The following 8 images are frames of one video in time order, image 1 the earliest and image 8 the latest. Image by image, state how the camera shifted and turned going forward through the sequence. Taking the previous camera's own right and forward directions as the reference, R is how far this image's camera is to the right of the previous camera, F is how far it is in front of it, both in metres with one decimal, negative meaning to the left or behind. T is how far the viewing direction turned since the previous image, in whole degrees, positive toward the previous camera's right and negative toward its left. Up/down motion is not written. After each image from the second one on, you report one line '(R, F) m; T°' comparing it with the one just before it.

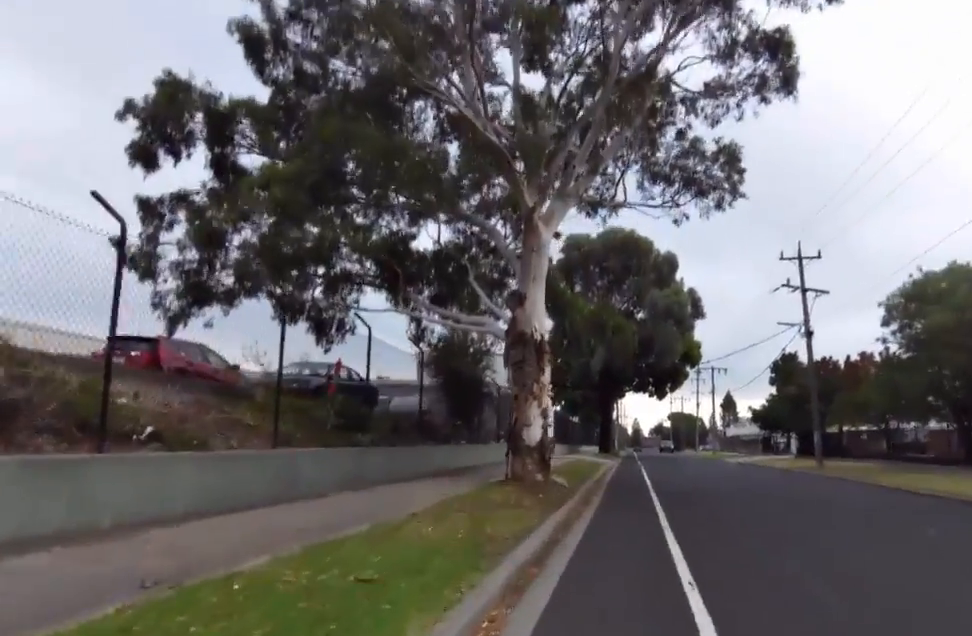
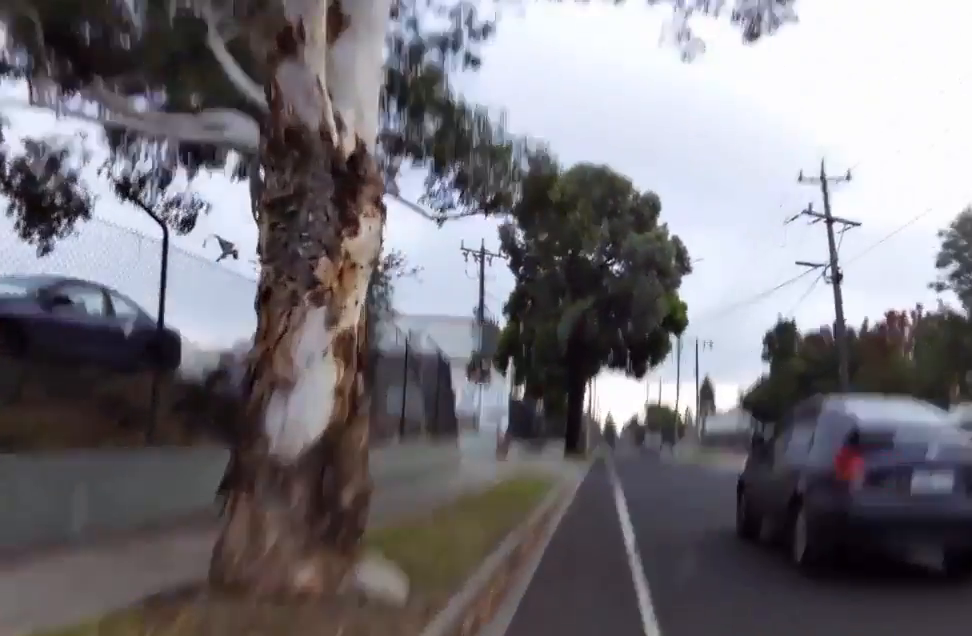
(+0.5, +8.0) m; +1°
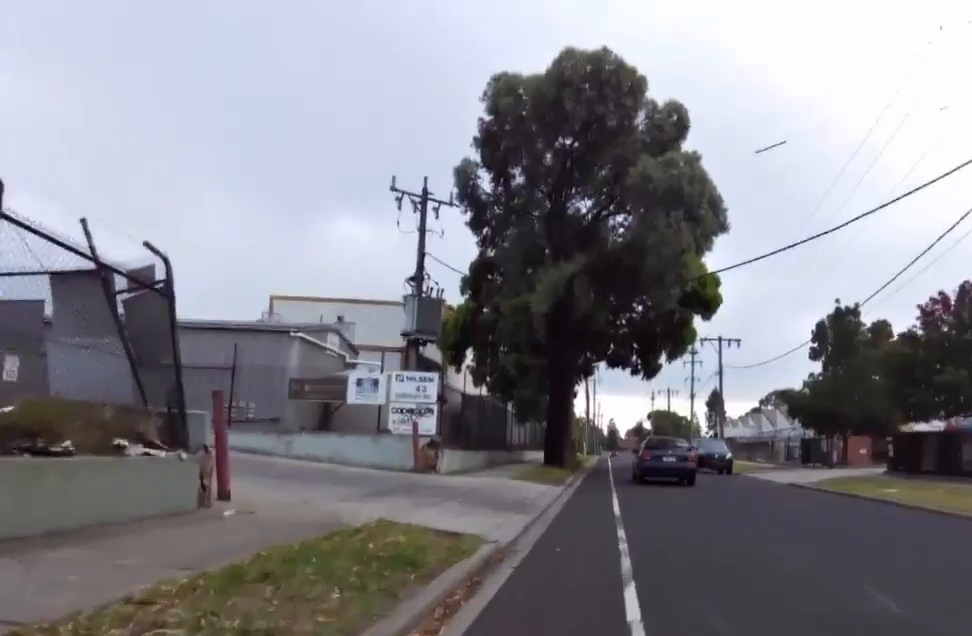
(+0.1, +13.7) m; 0°
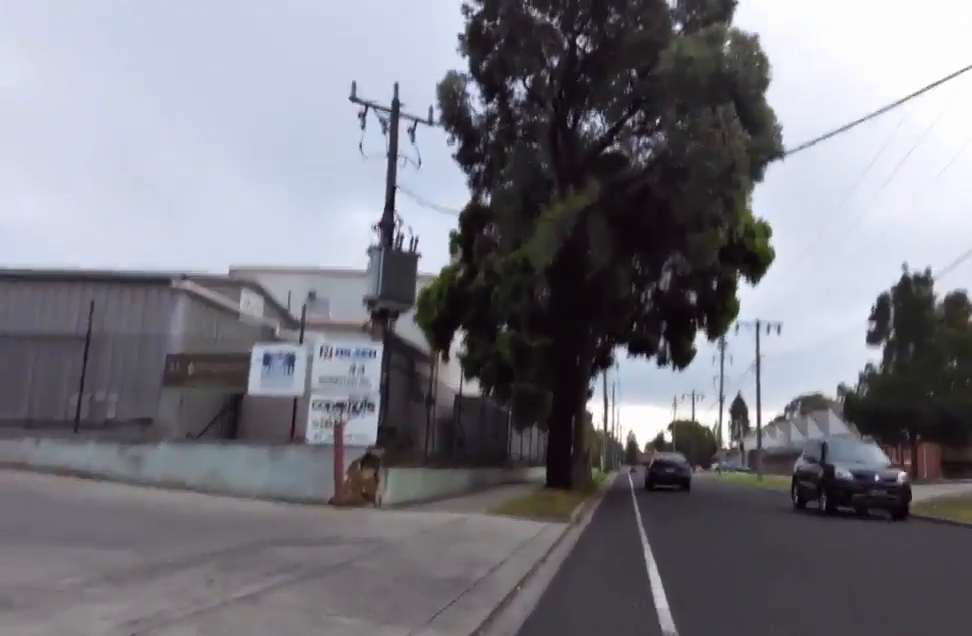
(-0.7, +6.4) m; +2°
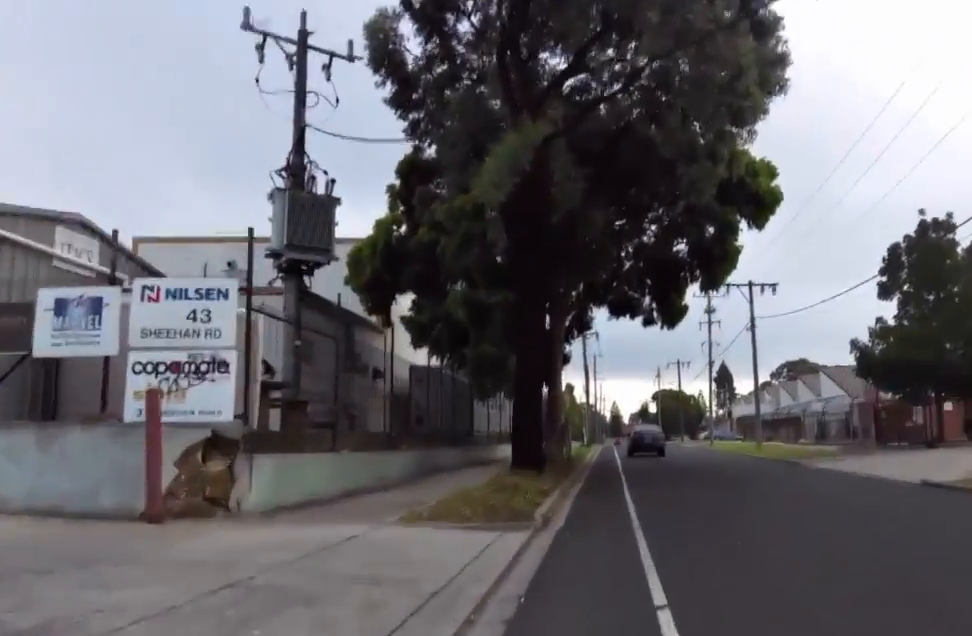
(+0.4, +4.5) m; -1°
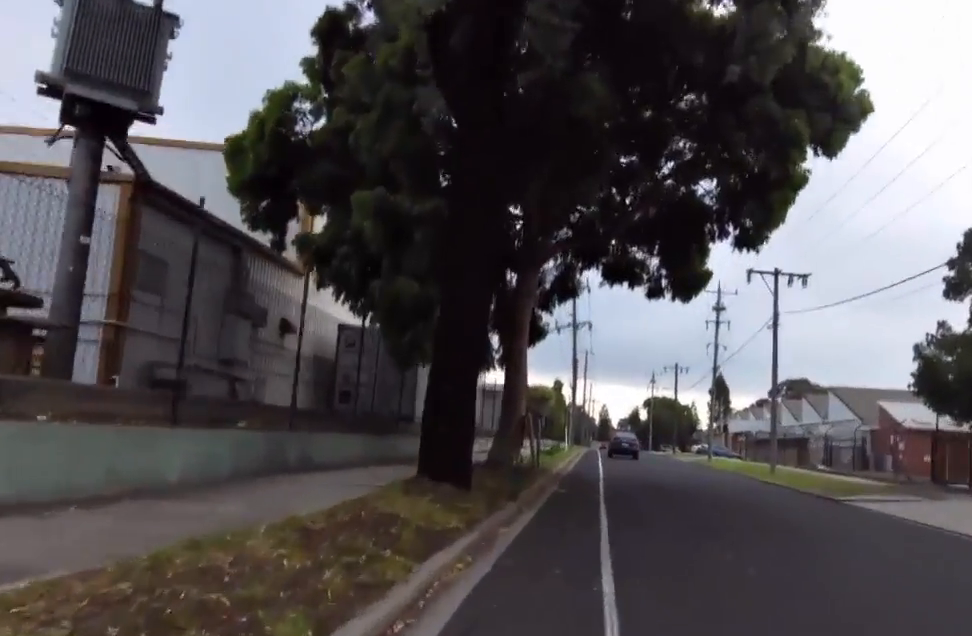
(0.0, +6.9) m; -1°
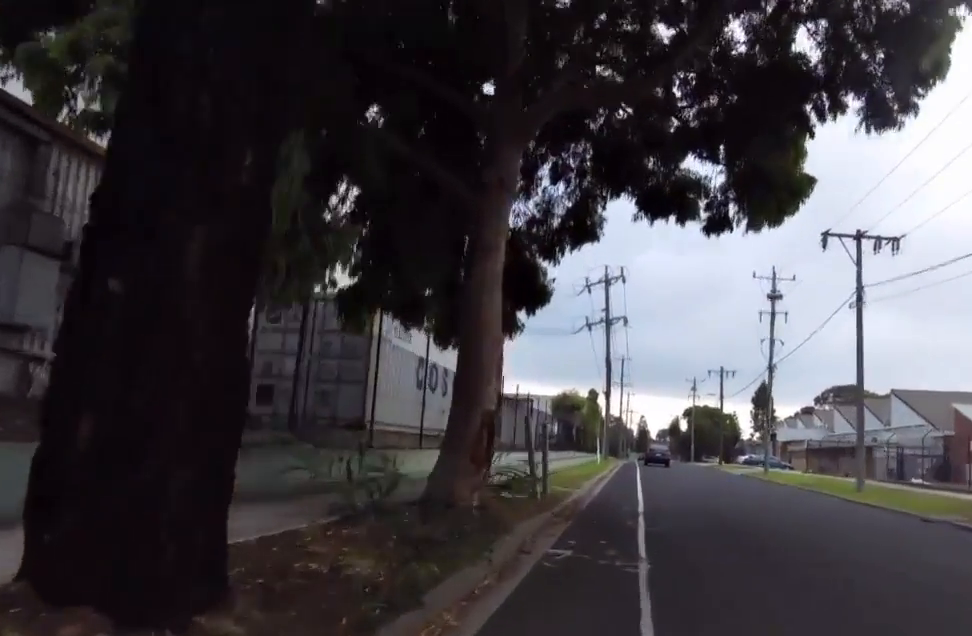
(-0.3, +7.2) m; 0°
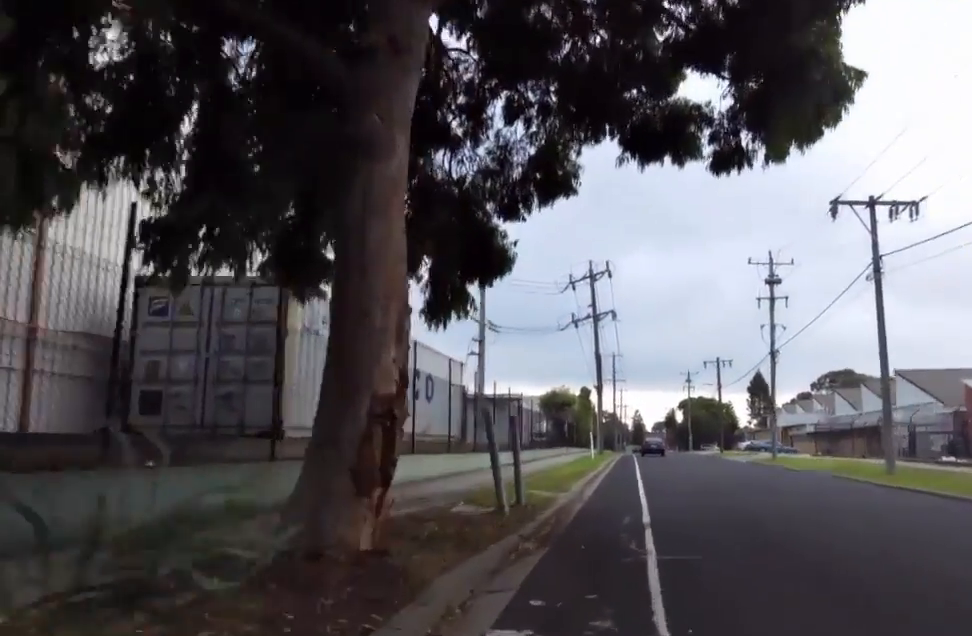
(+0.5, +3.2) m; 0°
